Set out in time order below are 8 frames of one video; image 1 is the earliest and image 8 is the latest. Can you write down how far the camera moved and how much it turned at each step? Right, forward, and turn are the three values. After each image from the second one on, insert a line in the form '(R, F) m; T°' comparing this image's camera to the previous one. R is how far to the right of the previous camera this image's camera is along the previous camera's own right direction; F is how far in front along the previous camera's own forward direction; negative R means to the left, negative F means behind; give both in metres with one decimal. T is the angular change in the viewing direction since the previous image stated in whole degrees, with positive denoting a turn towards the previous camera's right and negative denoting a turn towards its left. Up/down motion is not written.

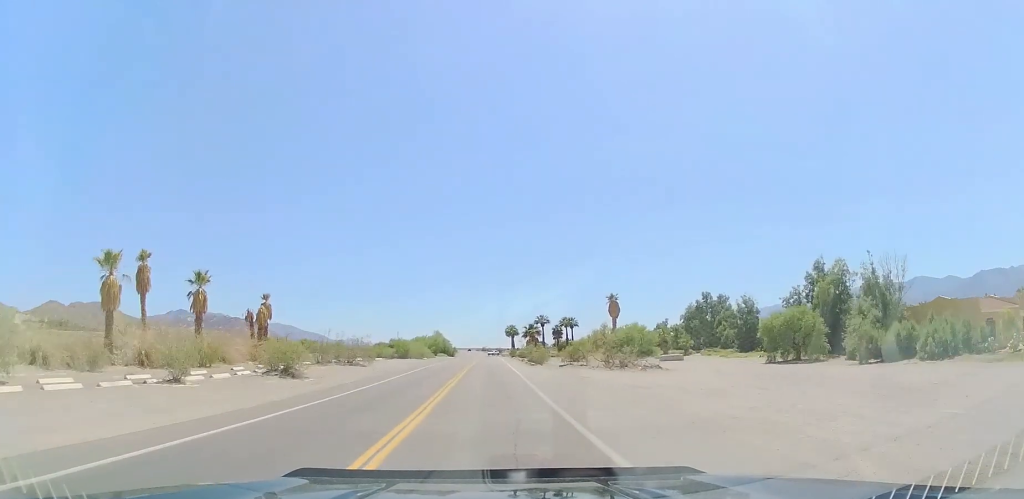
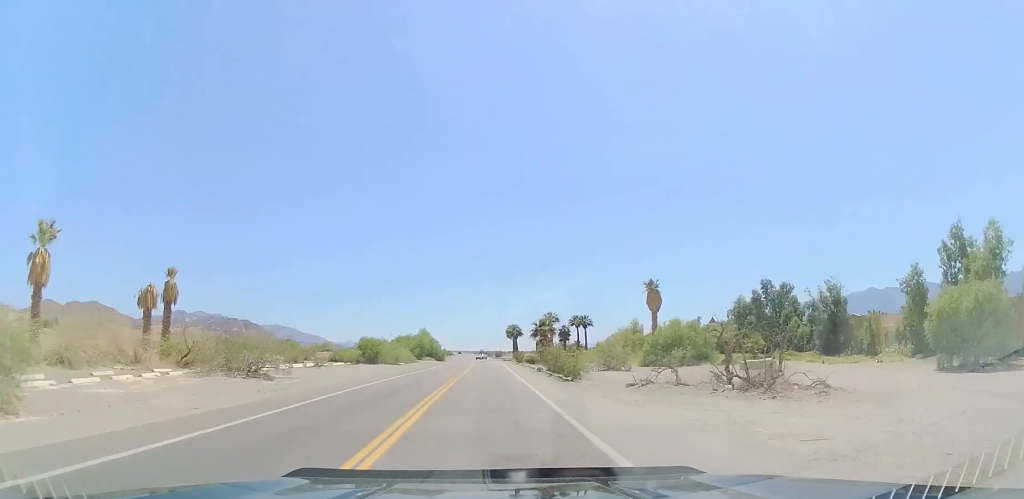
(-0.5, +23.2) m; -2°
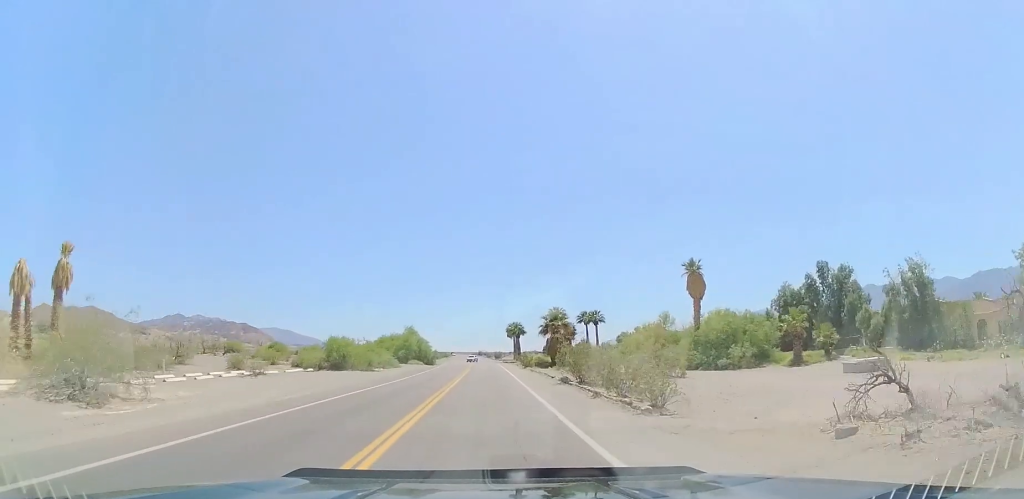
(0.0, +15.0) m; -1°
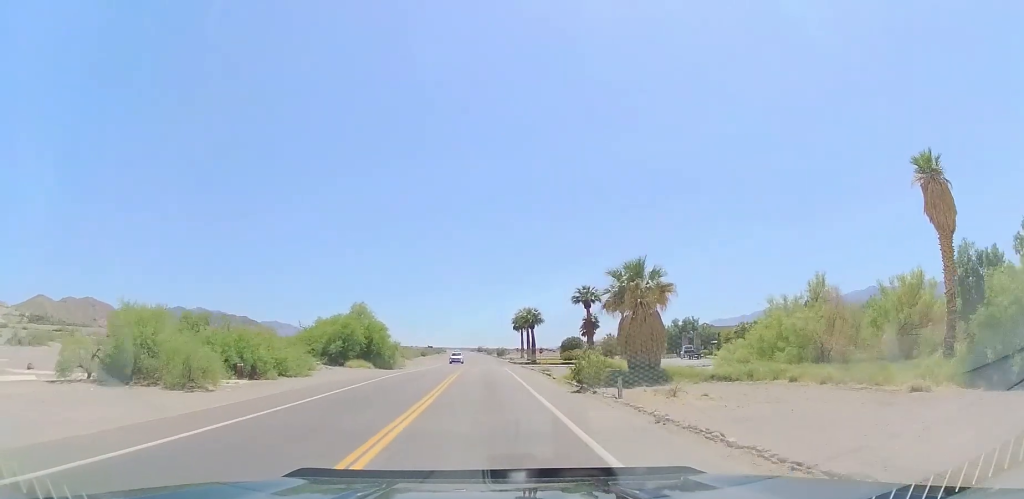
(-1.2, +33.9) m; -3°
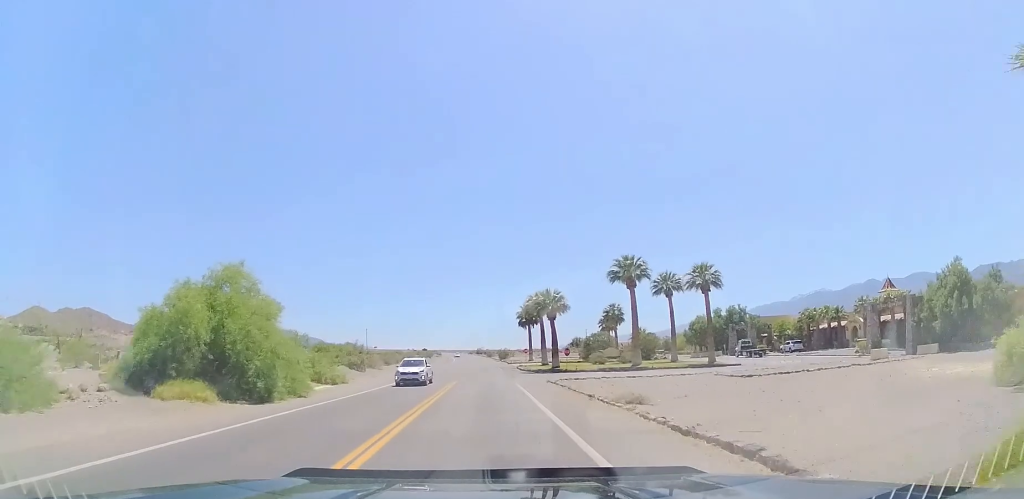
(0.0, +25.5) m; +1°
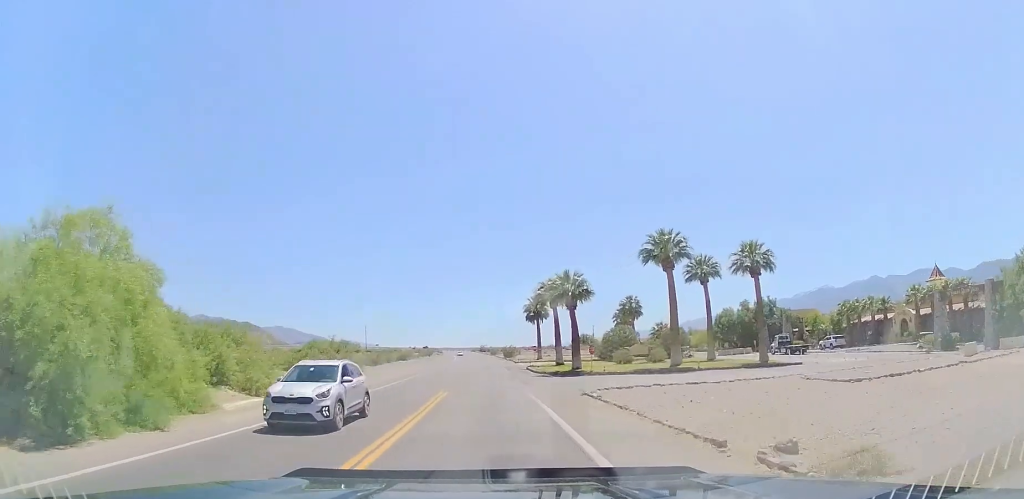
(+0.1, +10.5) m; +1°
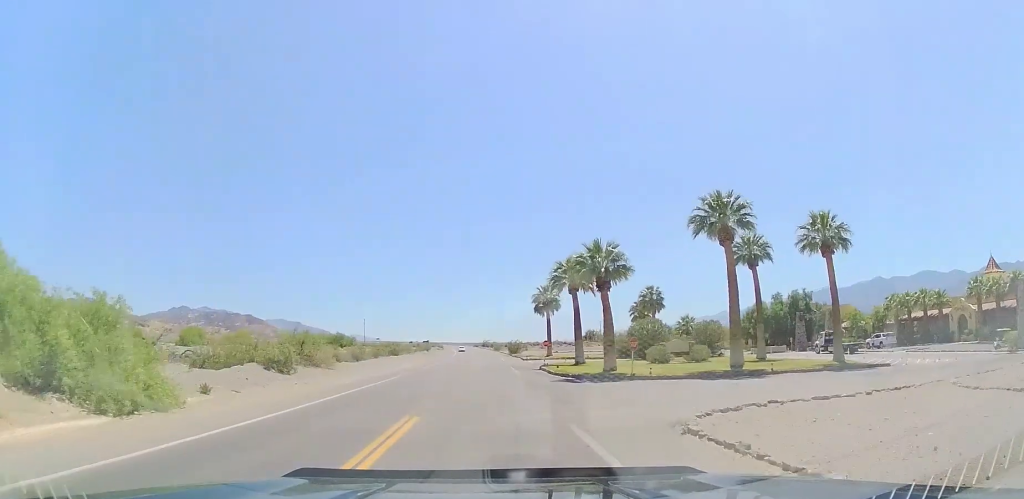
(0.0, +10.7) m; -1°
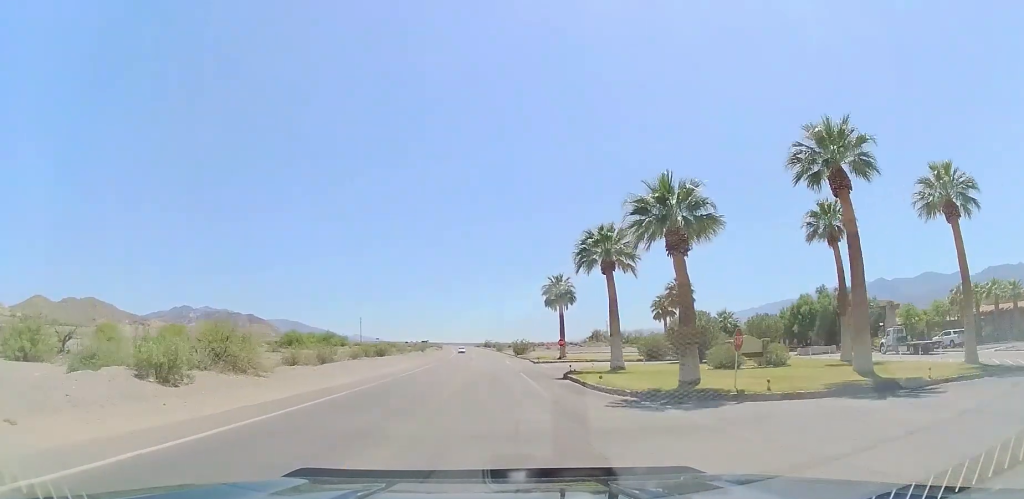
(0.0, +12.5) m; -1°
